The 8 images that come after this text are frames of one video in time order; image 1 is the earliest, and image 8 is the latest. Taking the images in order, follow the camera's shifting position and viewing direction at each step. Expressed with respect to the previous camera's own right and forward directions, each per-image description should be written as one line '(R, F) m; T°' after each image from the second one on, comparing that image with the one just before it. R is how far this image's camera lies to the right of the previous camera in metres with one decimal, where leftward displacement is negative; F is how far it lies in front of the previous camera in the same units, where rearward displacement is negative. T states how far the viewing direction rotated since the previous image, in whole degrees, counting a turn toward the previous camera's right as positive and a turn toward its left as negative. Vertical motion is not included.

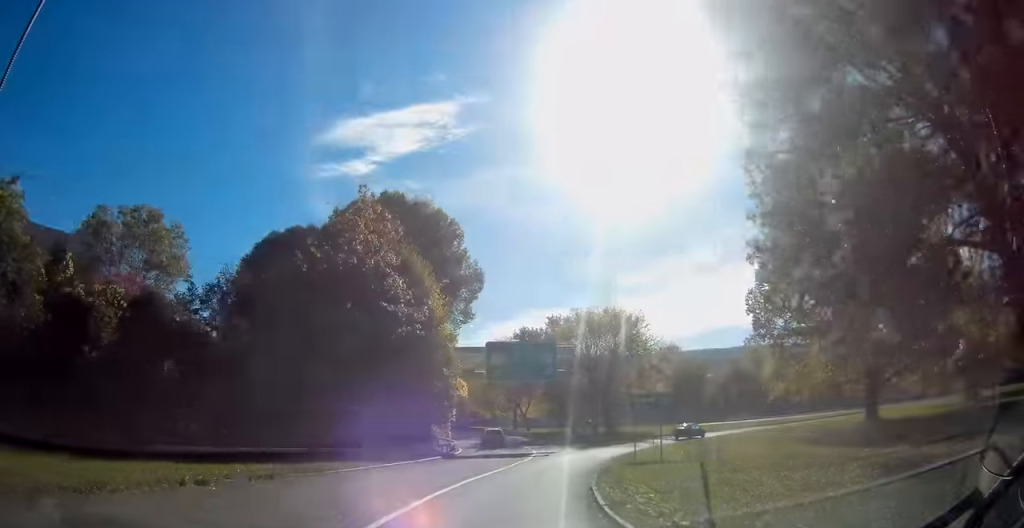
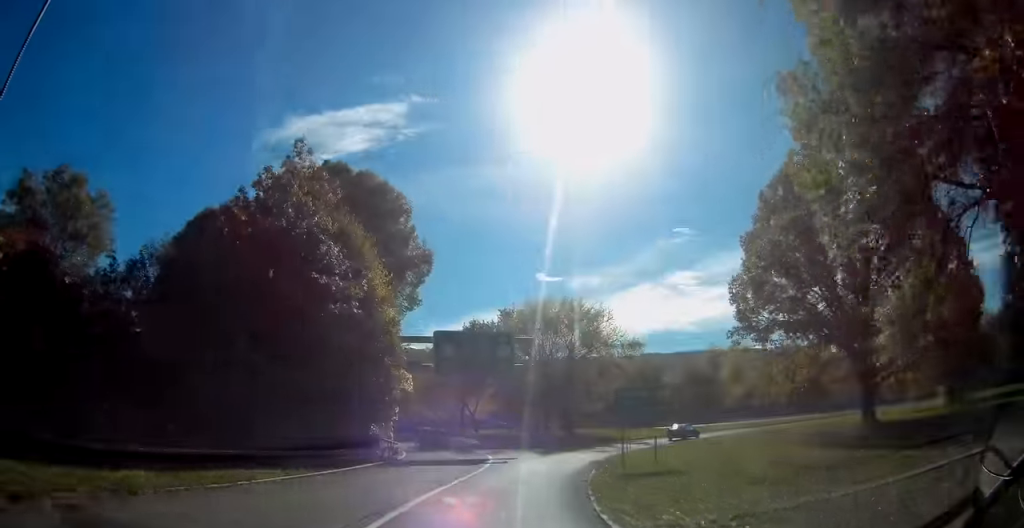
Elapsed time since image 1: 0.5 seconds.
(+0.5, +5.6) m; +5°
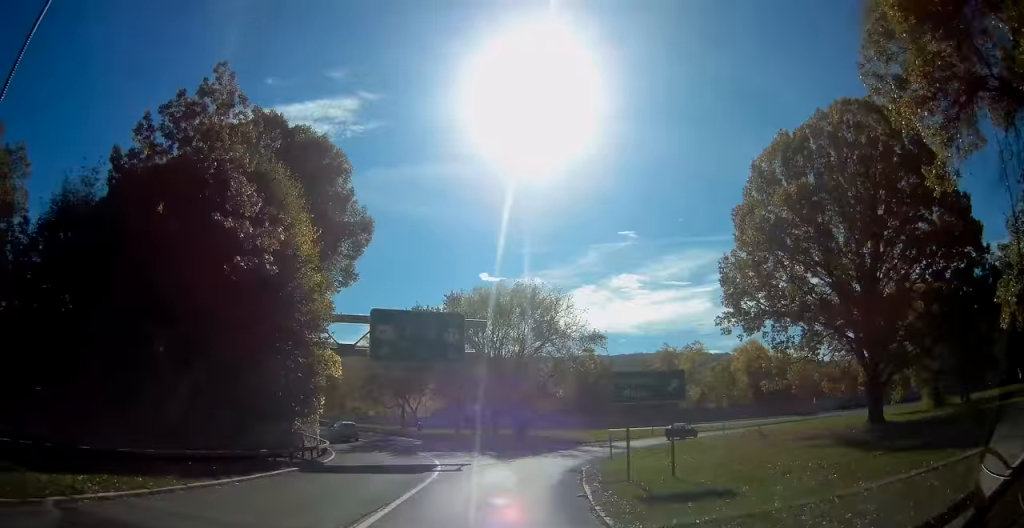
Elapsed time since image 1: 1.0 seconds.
(+0.5, +6.4) m; +6°
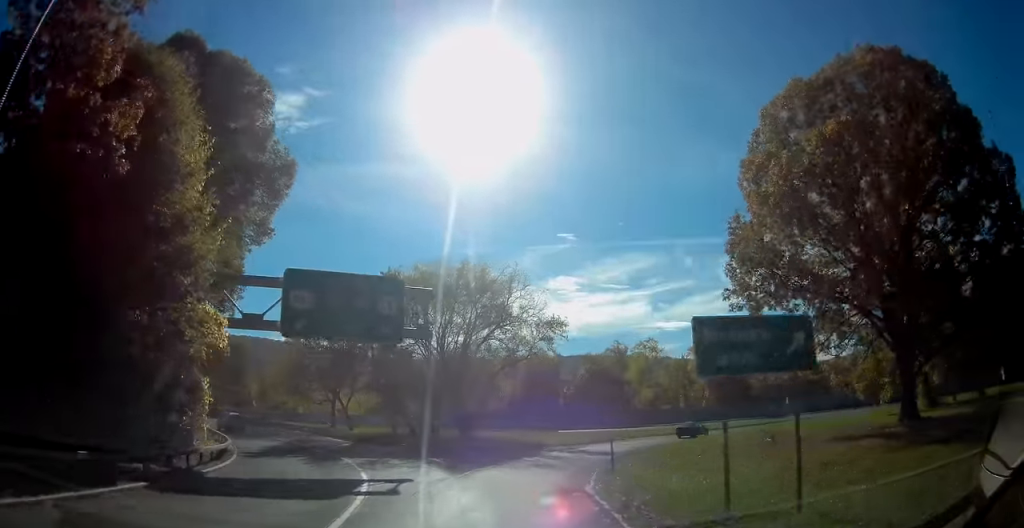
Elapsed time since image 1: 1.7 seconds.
(+0.4, +7.9) m; +3°
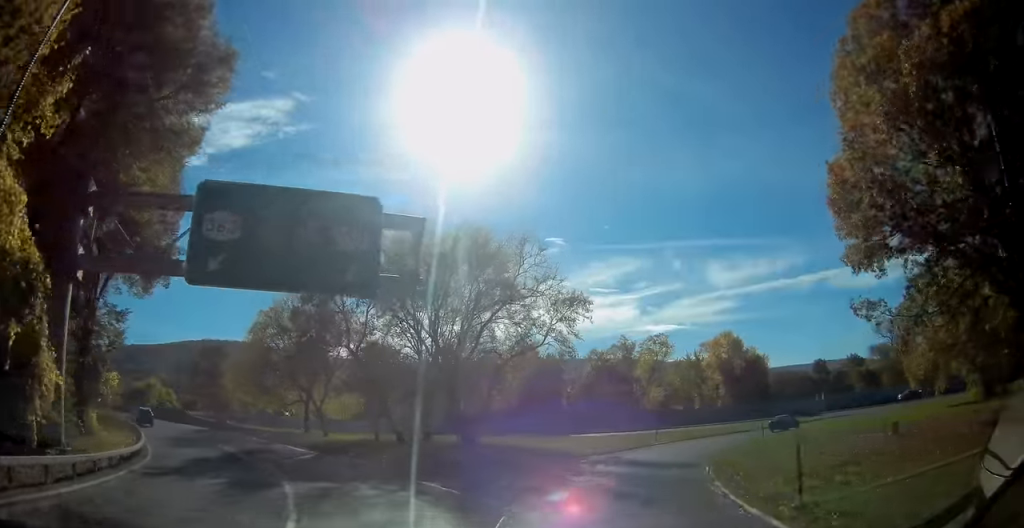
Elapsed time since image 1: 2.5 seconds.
(+0.2, +10.1) m; -1°
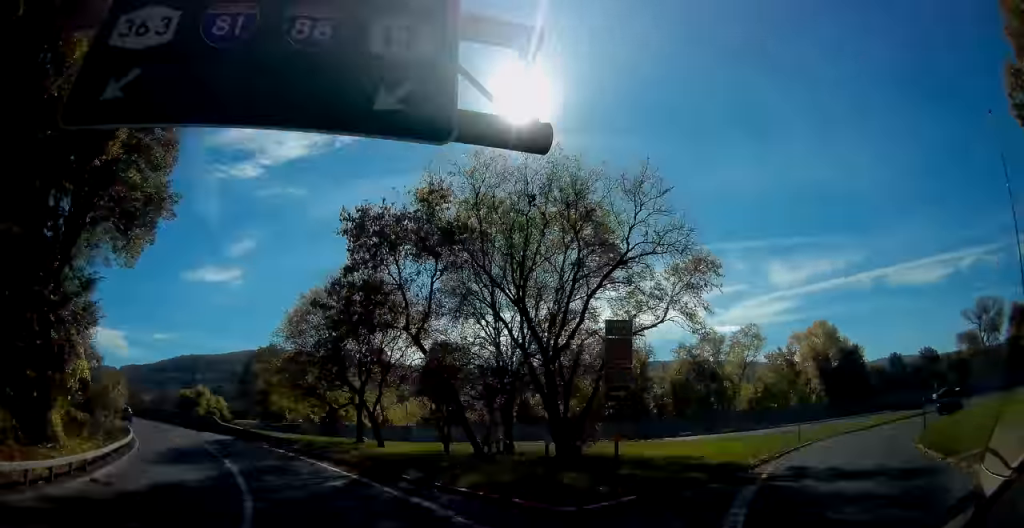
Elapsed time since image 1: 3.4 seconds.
(-0.2, +9.6) m; -6°
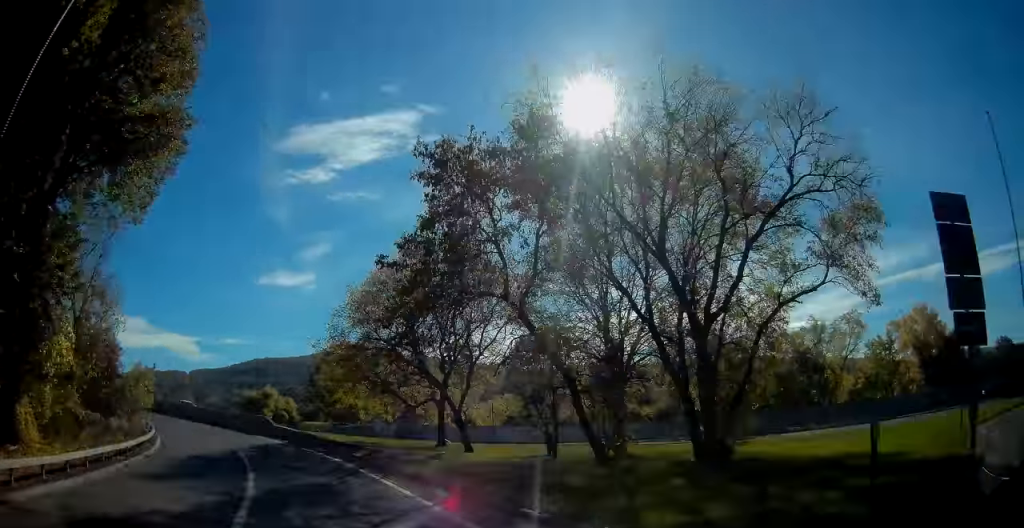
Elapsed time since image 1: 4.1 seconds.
(-0.3, +7.0) m; -8°
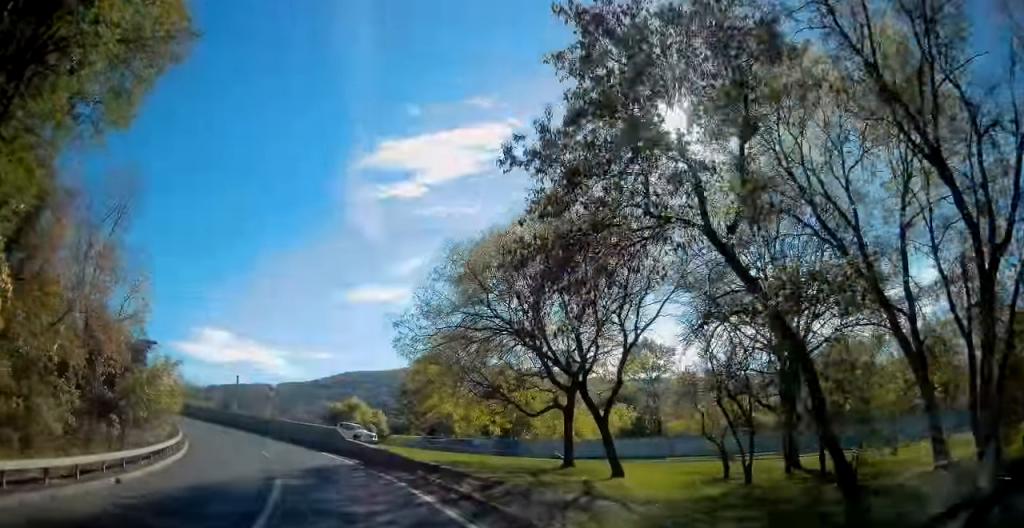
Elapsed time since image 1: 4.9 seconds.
(-0.9, +8.7) m; -7°
